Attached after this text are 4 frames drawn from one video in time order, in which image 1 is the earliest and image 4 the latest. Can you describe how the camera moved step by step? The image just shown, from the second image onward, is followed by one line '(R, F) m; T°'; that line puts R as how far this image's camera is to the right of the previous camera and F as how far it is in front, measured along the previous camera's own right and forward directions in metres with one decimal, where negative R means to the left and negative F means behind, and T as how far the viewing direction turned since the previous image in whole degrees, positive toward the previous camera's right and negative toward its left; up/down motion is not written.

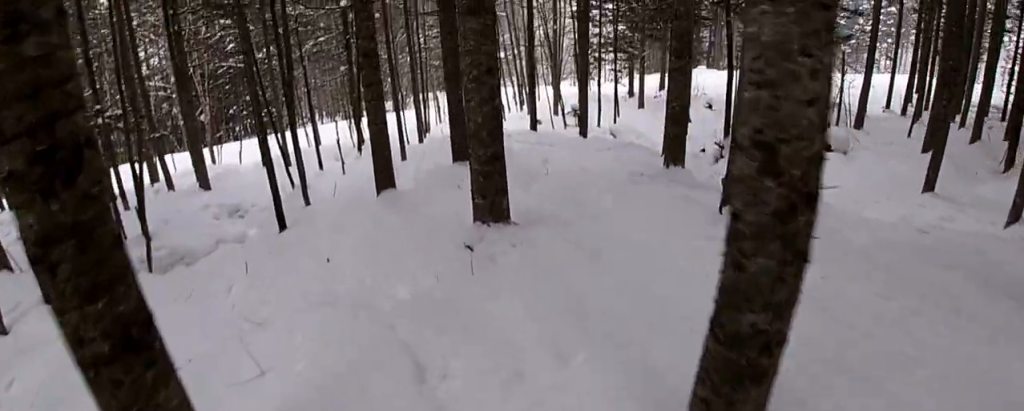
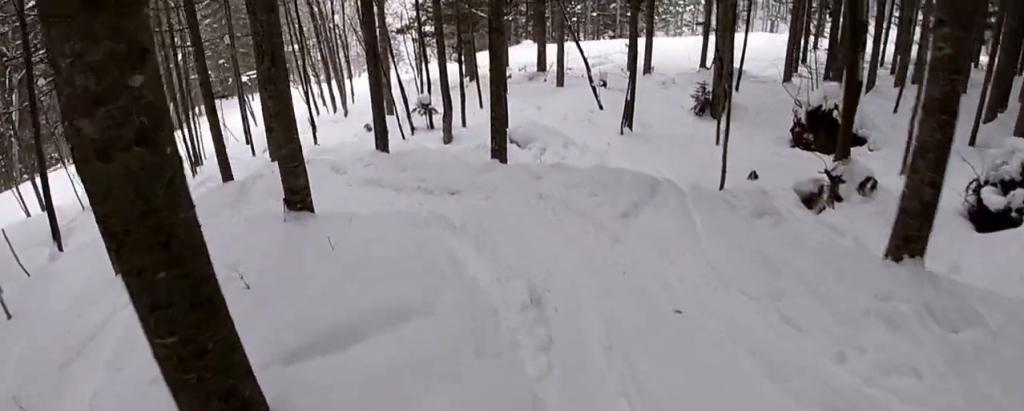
(+0.7, +8.2) m; +17°
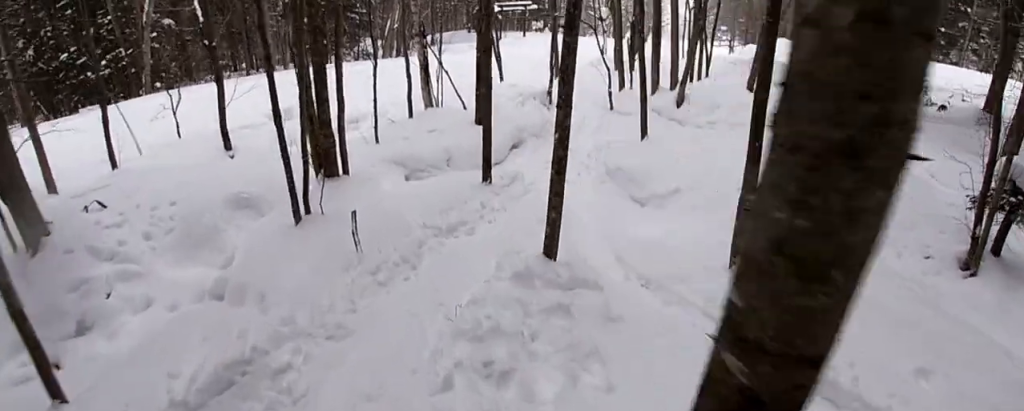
(-1.3, +12.7) m; 0°
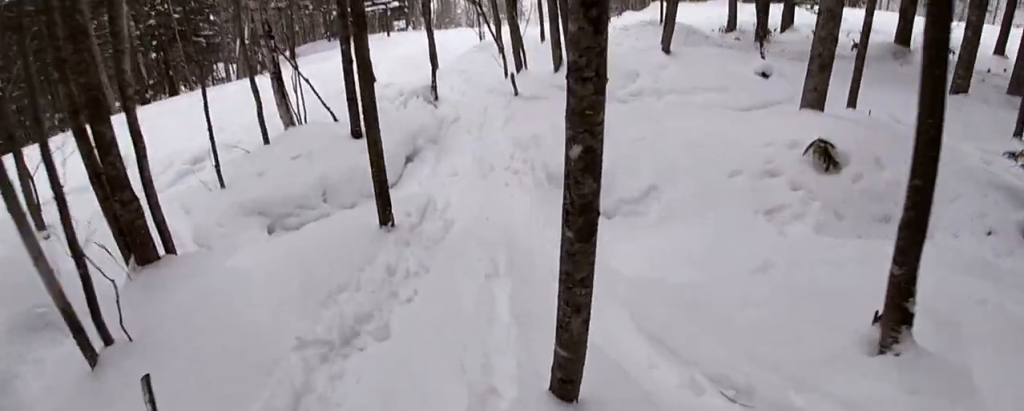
(+0.5, +2.0) m; 0°
